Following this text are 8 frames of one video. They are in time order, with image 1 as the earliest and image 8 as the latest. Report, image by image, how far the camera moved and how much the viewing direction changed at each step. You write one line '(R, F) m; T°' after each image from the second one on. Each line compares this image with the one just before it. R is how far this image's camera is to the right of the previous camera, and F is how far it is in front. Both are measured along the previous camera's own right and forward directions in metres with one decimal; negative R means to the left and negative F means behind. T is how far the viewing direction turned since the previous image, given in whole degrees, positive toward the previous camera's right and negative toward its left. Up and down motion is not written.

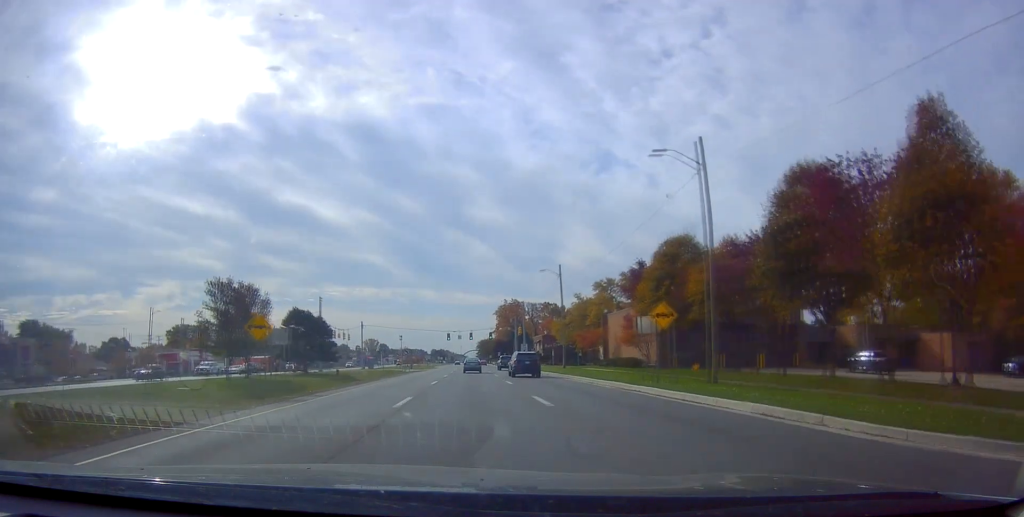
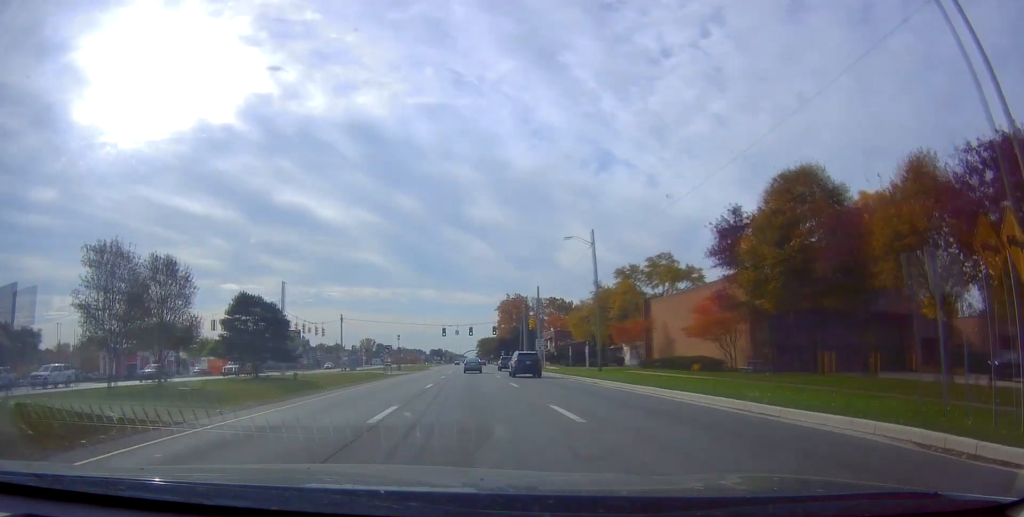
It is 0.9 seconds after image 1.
(-0.1, +18.6) m; +1°
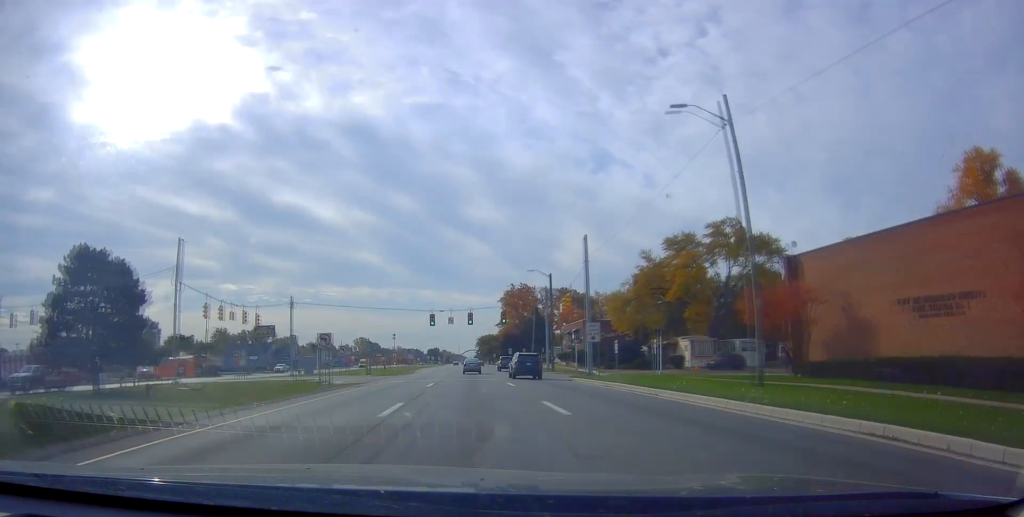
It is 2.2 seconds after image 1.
(+0.9, +27.9) m; +2°
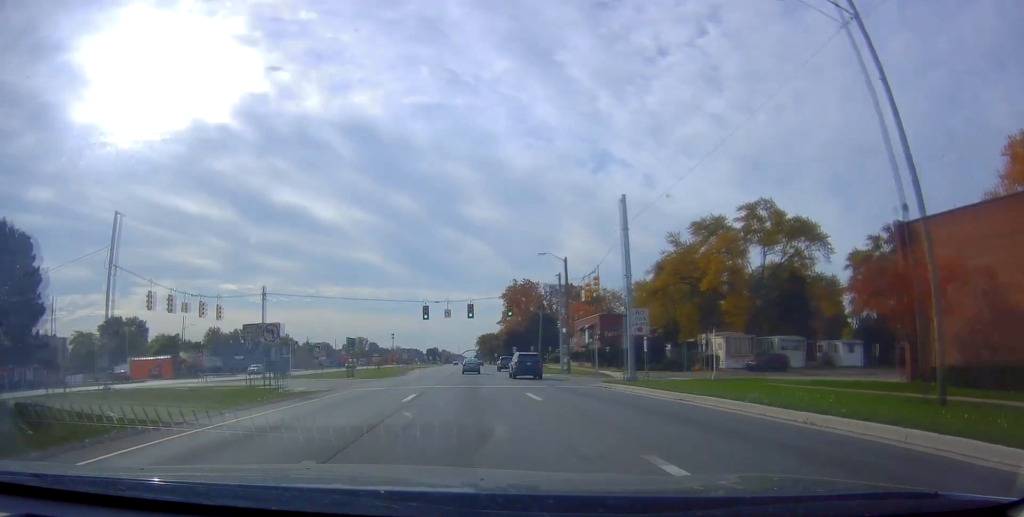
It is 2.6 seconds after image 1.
(-0.2, +10.0) m; -1°
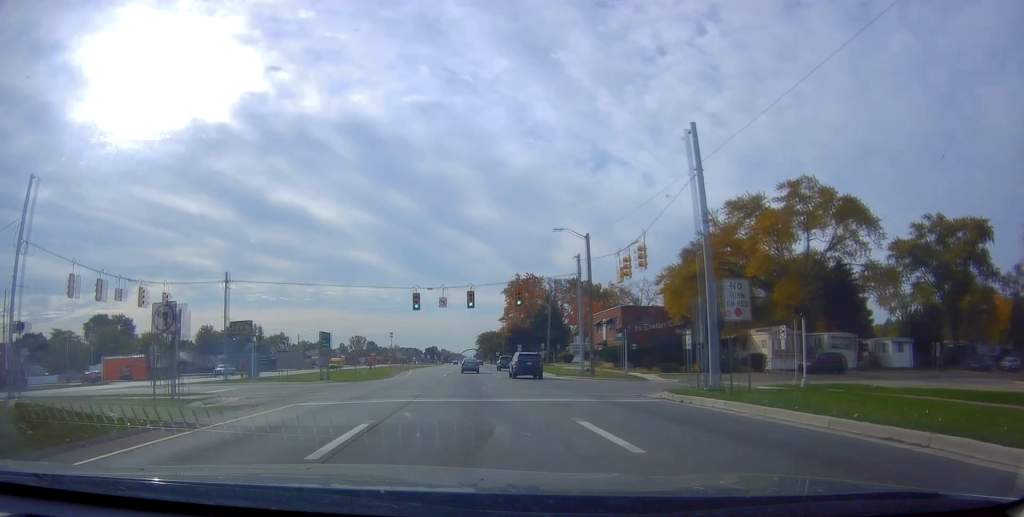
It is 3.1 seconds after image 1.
(0.0, +10.0) m; -1°
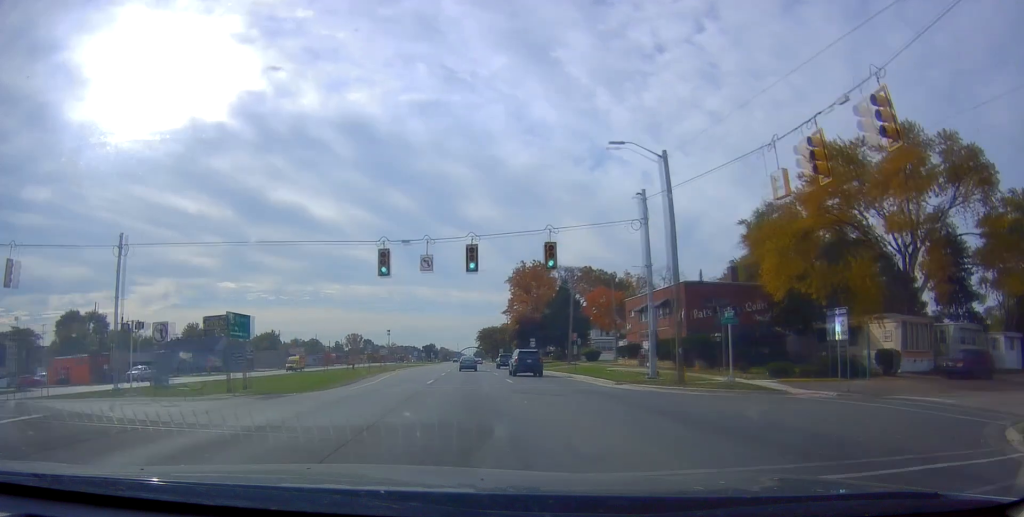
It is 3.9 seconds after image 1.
(-0.3, +17.9) m; +1°
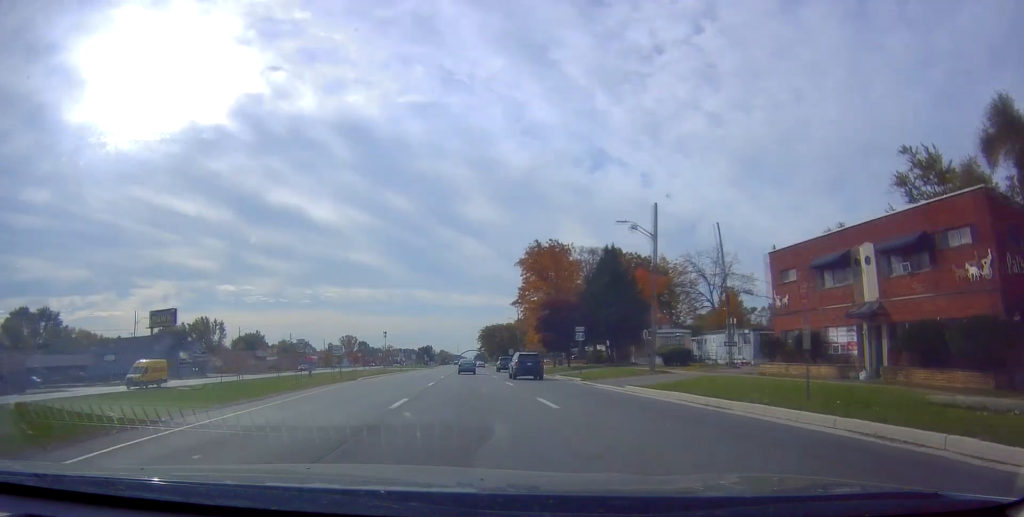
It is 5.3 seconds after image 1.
(+0.6, +28.7) m; 0°
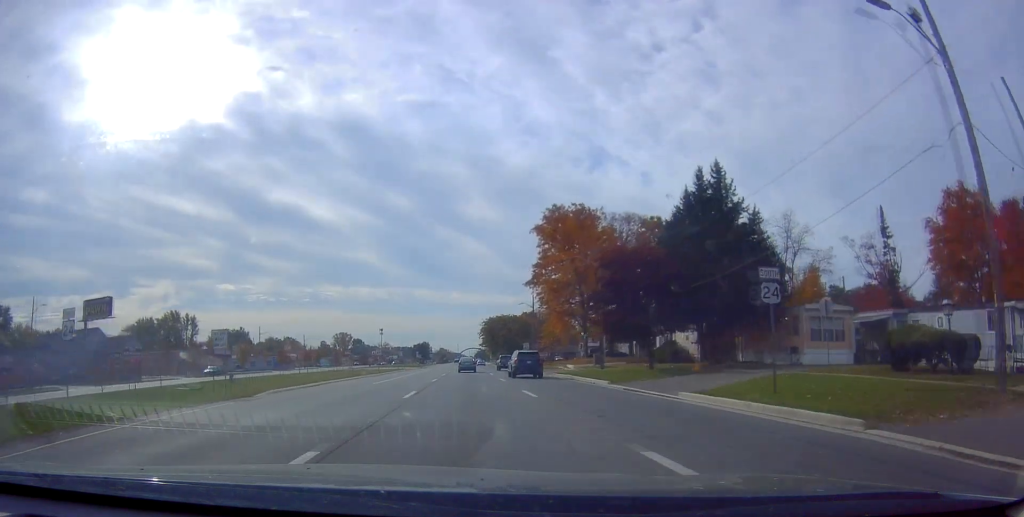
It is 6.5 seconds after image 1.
(-0.4, +25.7) m; 0°
